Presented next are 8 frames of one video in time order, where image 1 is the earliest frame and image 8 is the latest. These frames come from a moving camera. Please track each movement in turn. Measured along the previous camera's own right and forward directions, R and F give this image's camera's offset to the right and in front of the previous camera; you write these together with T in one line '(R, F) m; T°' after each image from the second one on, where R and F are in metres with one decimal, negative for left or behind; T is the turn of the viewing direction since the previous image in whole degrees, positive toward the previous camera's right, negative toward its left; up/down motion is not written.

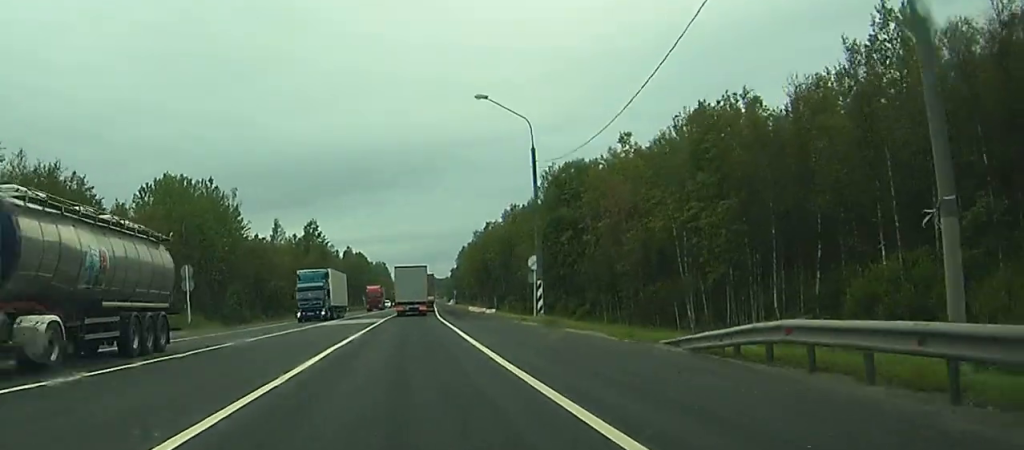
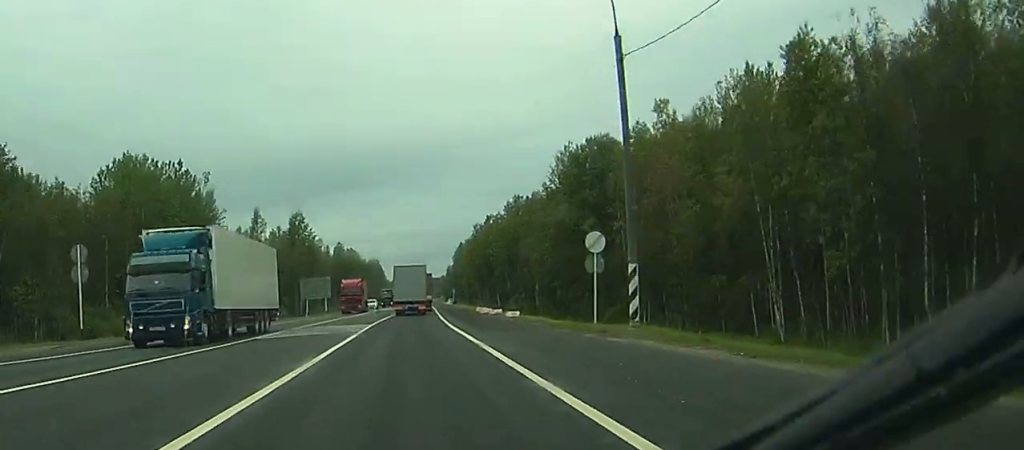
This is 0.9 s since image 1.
(0.0, +19.2) m; 0°
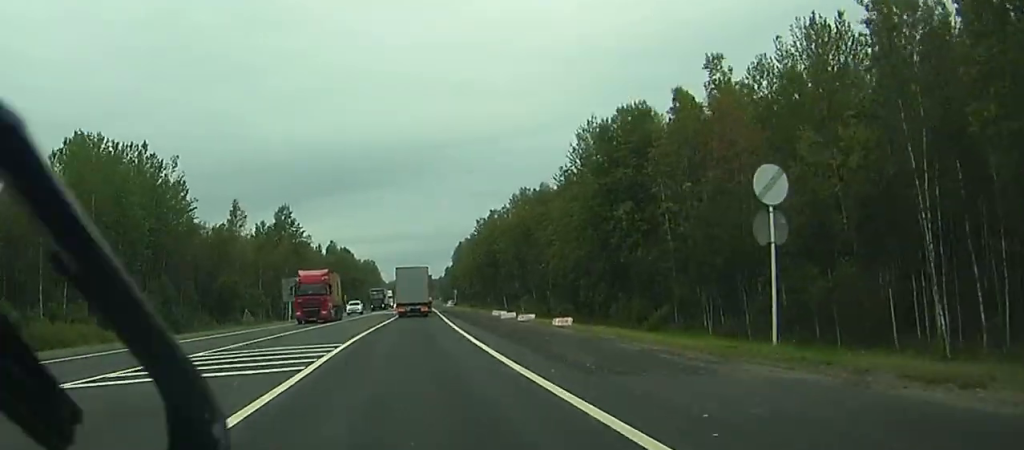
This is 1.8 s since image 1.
(0.0, +18.7) m; 0°
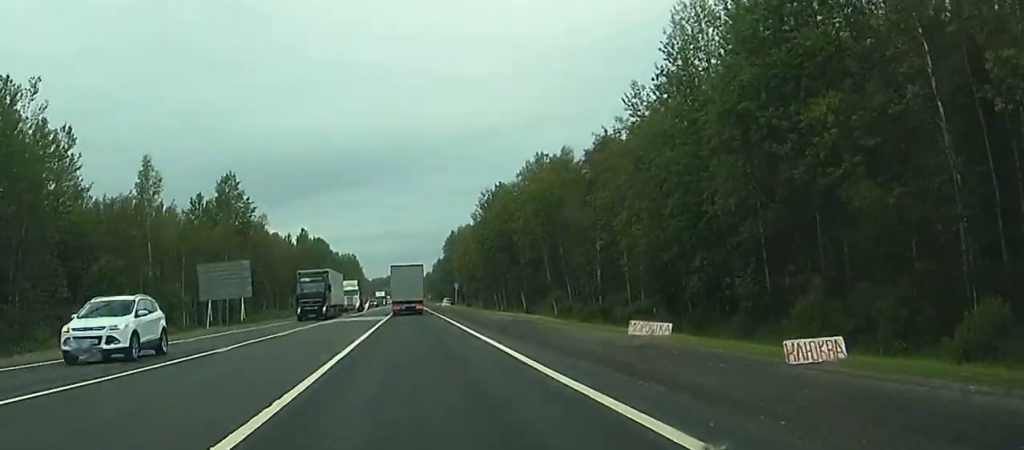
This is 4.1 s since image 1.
(-0.3, +46.4) m; 0°
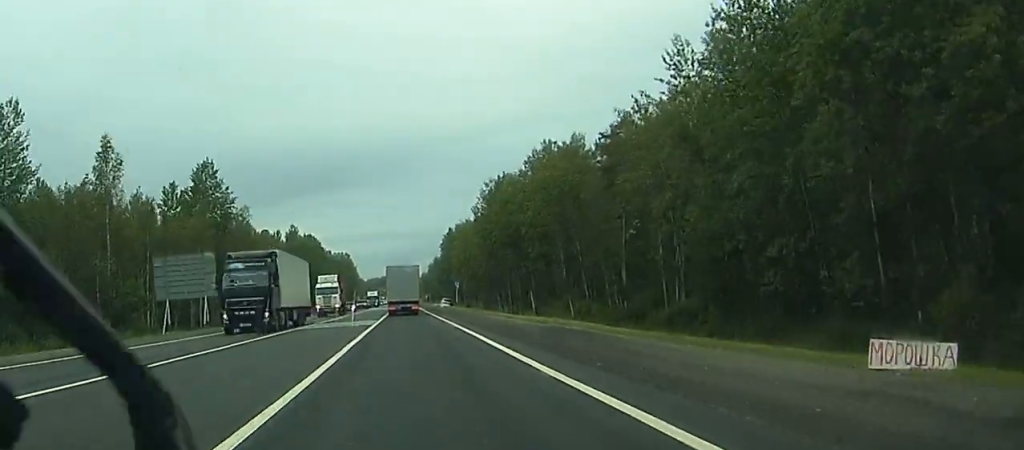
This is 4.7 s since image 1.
(+0.1, +13.9) m; +1°
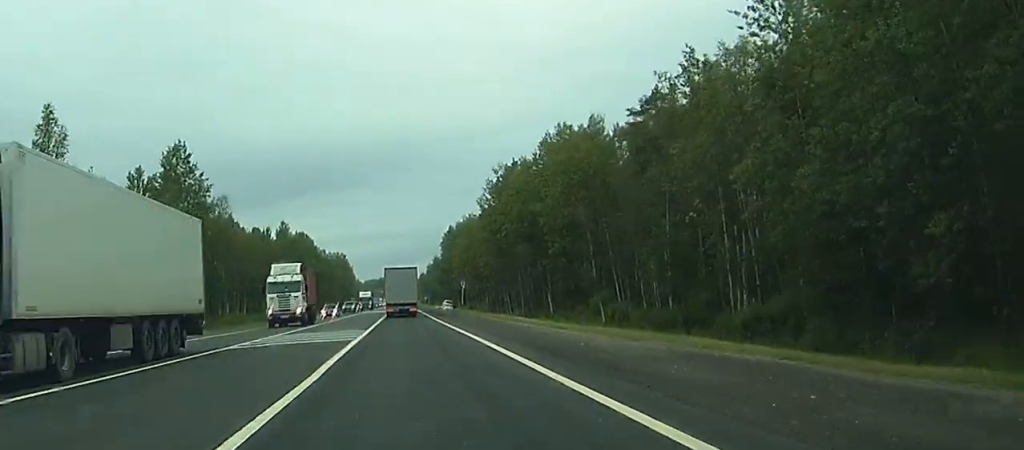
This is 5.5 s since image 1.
(+0.1, +16.0) m; 0°
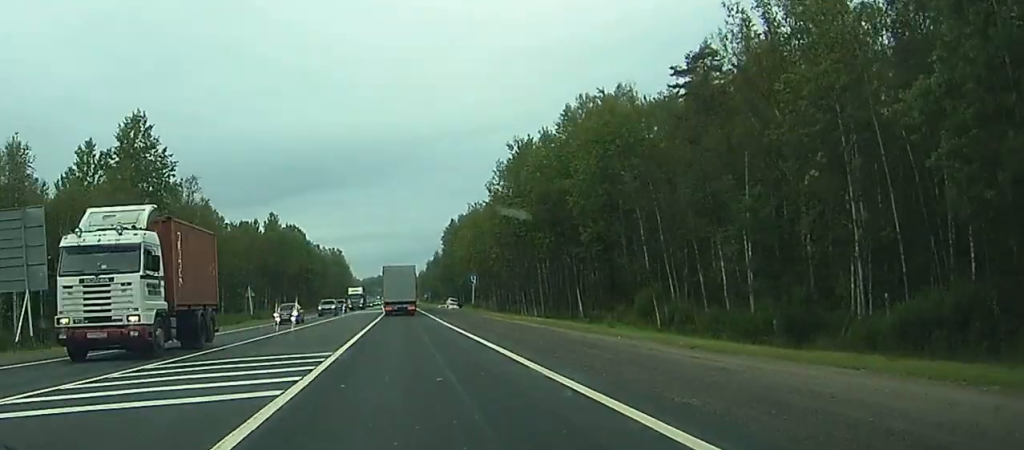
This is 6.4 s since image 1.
(0.0, +18.2) m; -2°
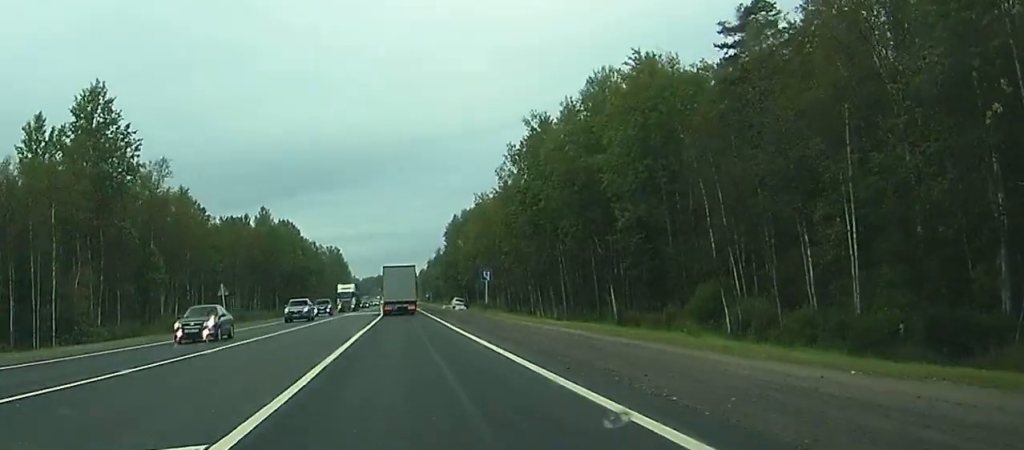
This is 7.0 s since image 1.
(-0.3, +14.0) m; +1°
